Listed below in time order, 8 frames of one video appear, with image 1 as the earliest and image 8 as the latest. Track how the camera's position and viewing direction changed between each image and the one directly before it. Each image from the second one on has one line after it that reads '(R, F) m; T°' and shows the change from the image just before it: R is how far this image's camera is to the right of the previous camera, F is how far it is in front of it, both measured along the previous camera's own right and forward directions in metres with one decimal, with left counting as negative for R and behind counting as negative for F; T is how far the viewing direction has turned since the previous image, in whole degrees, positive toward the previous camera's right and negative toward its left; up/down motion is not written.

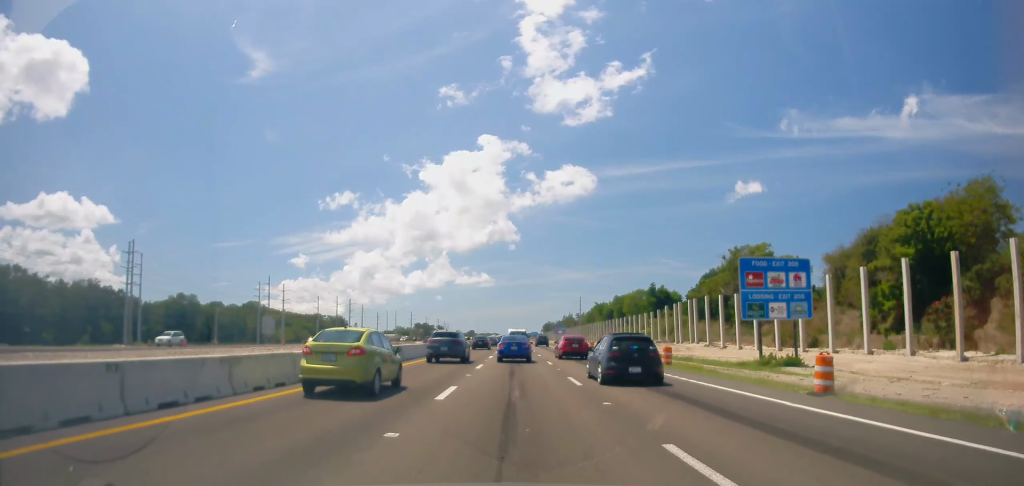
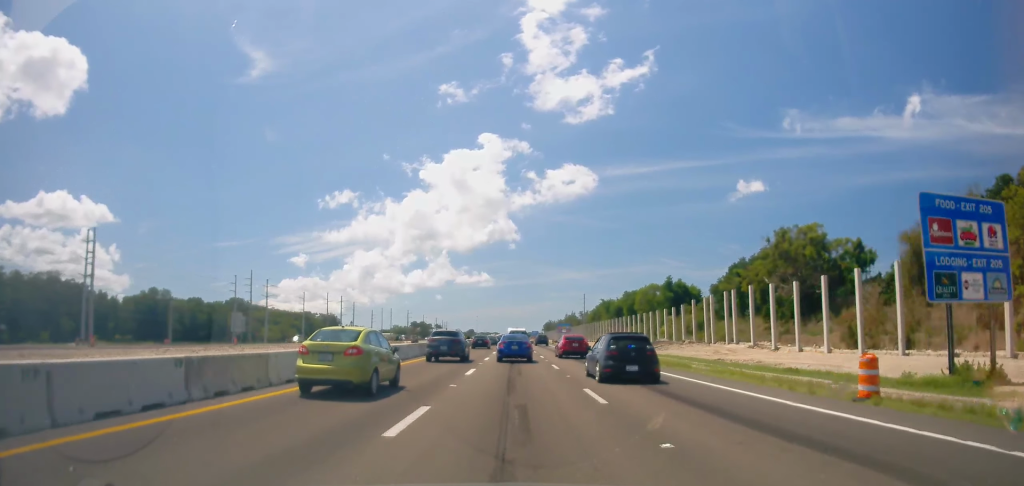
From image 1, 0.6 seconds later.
(+0.2, +17.5) m; +1°
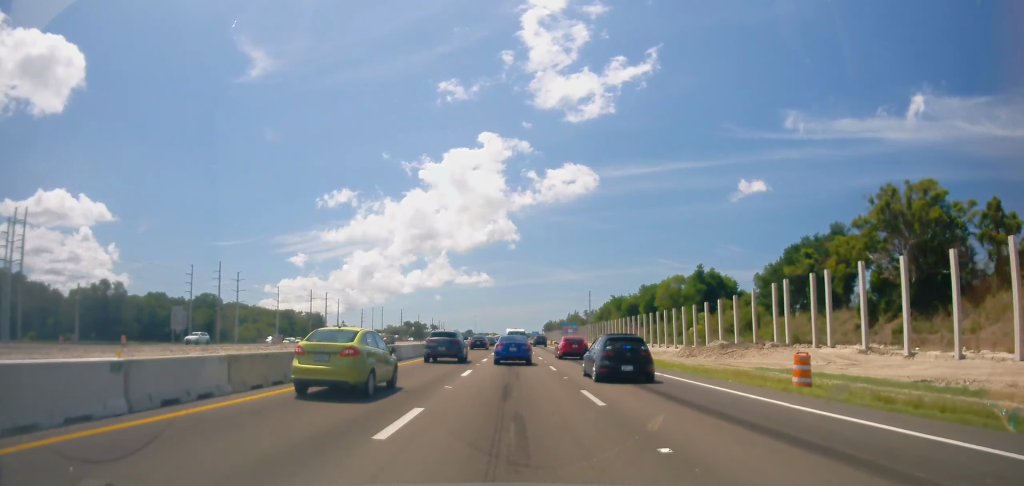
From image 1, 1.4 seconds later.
(0.0, +25.6) m; -1°
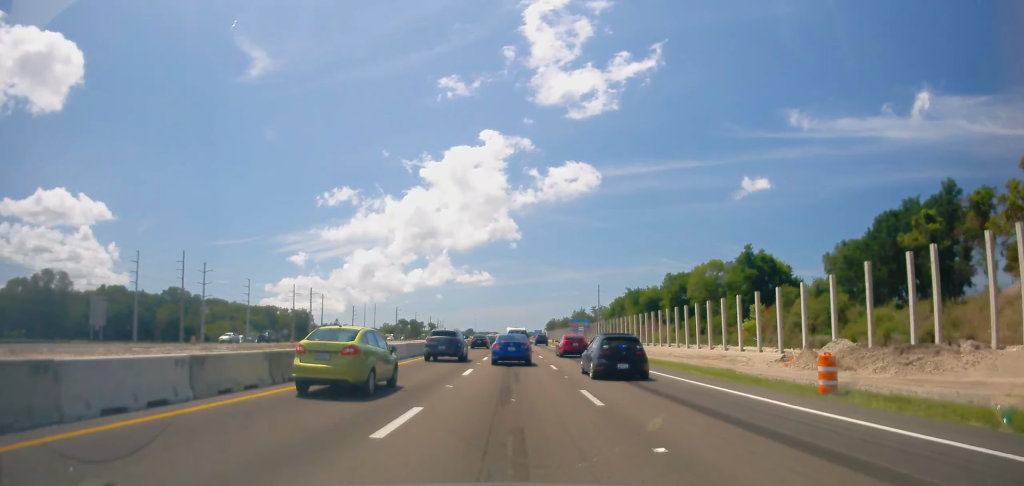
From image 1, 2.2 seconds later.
(-0.2, +25.3) m; -1°
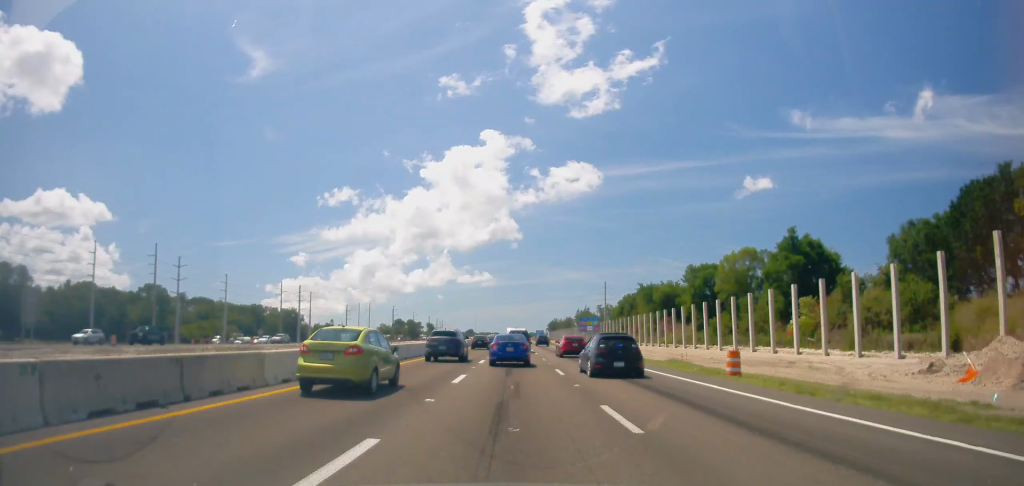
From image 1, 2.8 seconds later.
(-0.1, +16.1) m; 0°
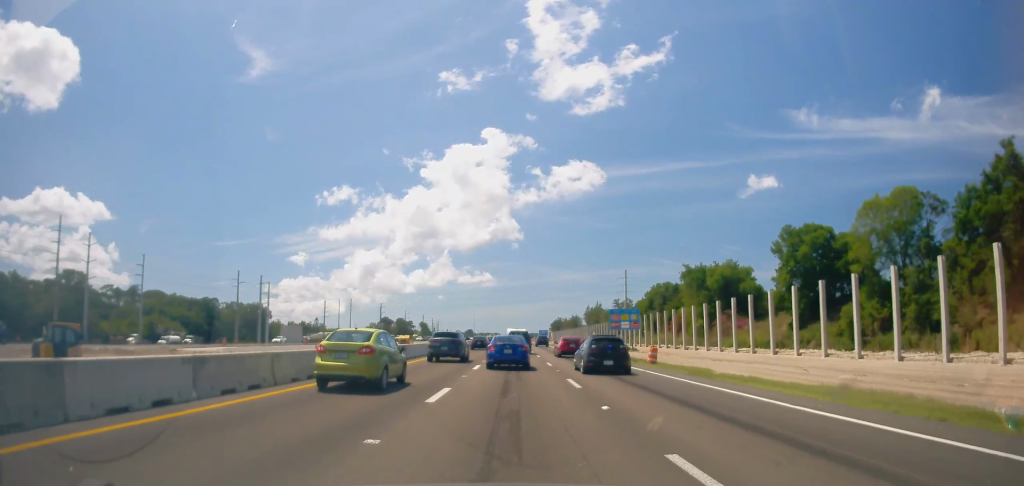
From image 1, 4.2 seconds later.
(+0.5, +42.8) m; +1°
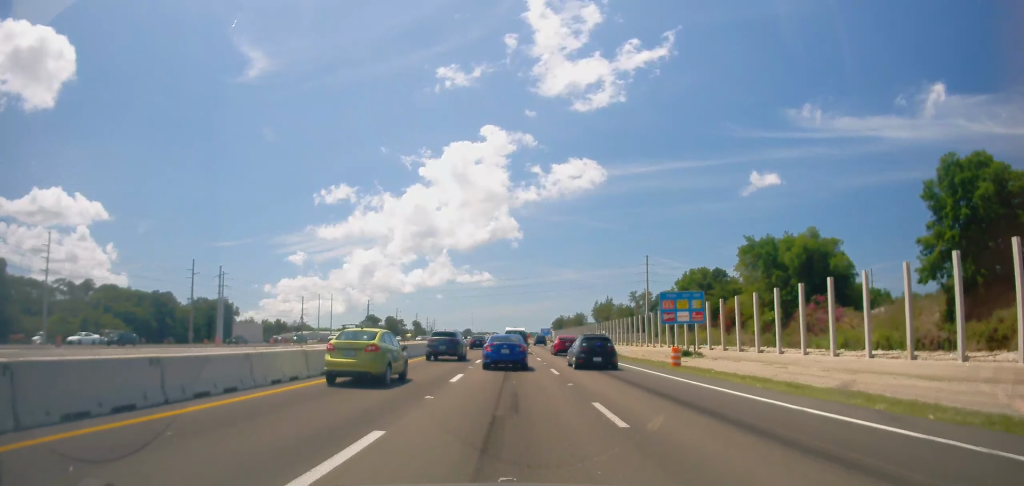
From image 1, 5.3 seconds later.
(-0.1, +32.6) m; 0°
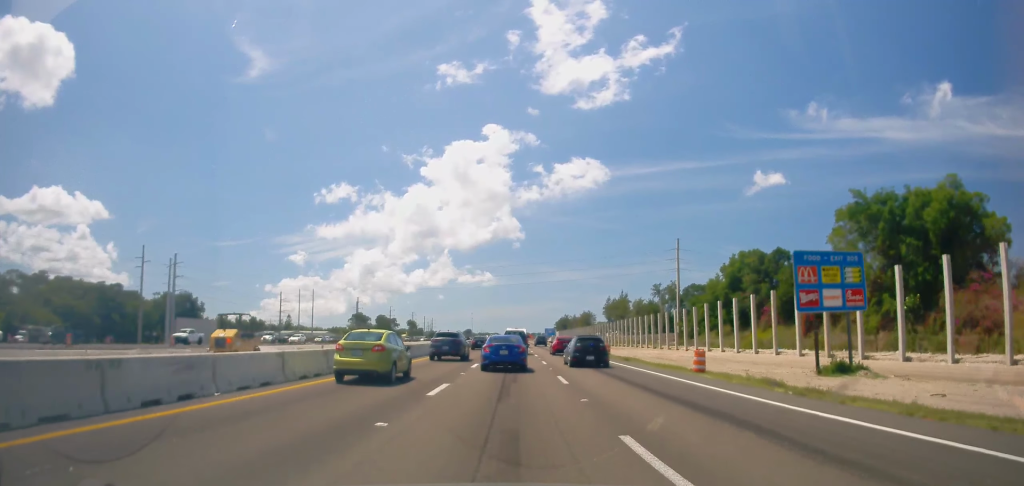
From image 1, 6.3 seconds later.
(+0.1, +29.5) m; +1°
